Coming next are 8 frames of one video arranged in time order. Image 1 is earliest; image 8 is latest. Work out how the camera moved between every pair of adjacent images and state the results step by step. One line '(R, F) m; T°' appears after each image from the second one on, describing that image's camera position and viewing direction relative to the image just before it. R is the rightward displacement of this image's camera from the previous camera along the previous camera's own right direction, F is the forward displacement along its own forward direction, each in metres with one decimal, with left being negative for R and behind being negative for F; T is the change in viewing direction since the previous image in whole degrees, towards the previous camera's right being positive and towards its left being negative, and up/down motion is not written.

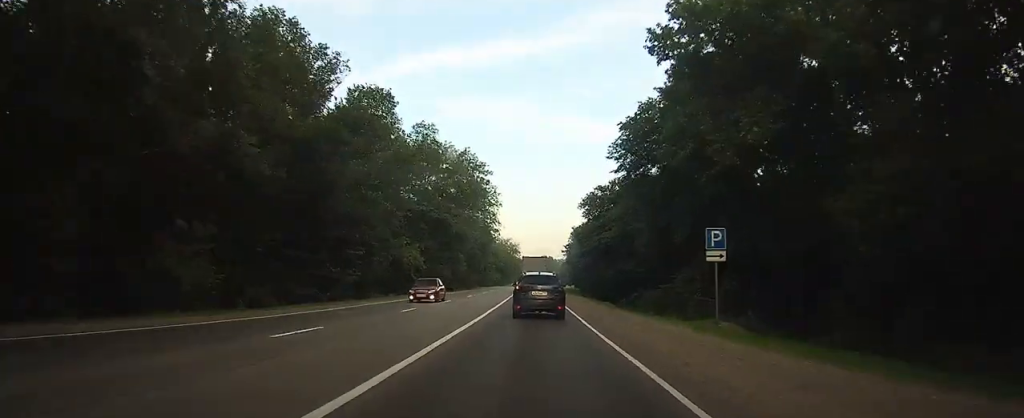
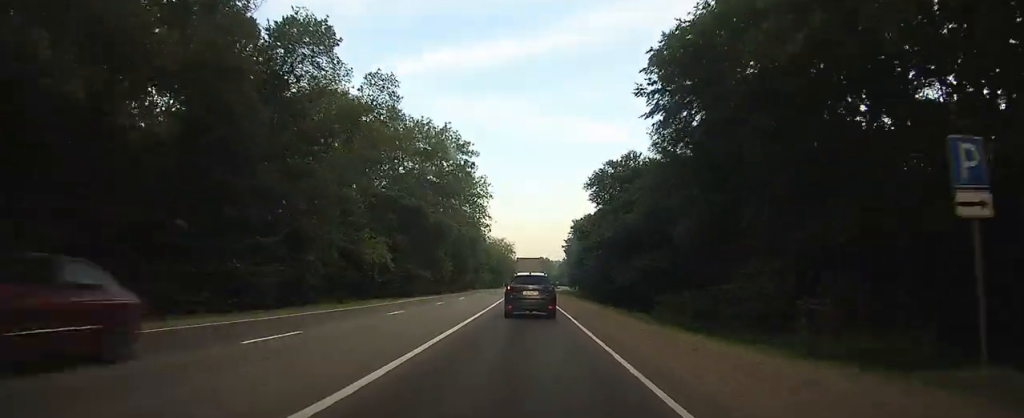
(-0.3, +12.3) m; 0°
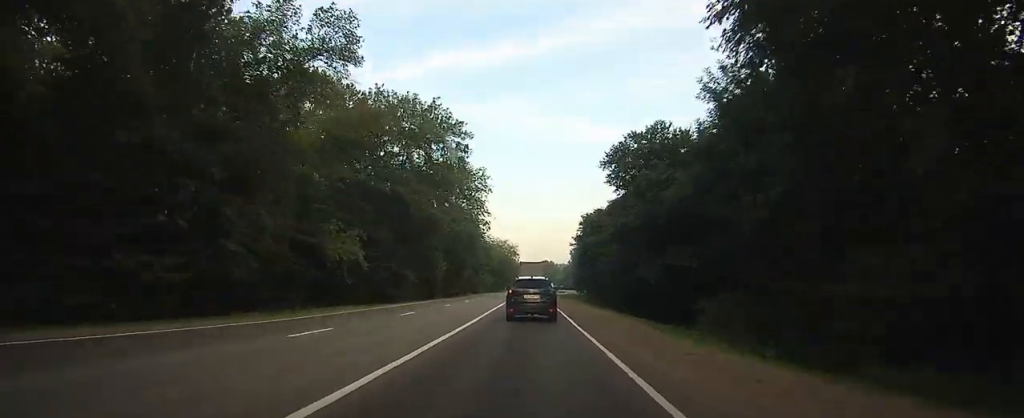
(-1.0, +9.2) m; +2°
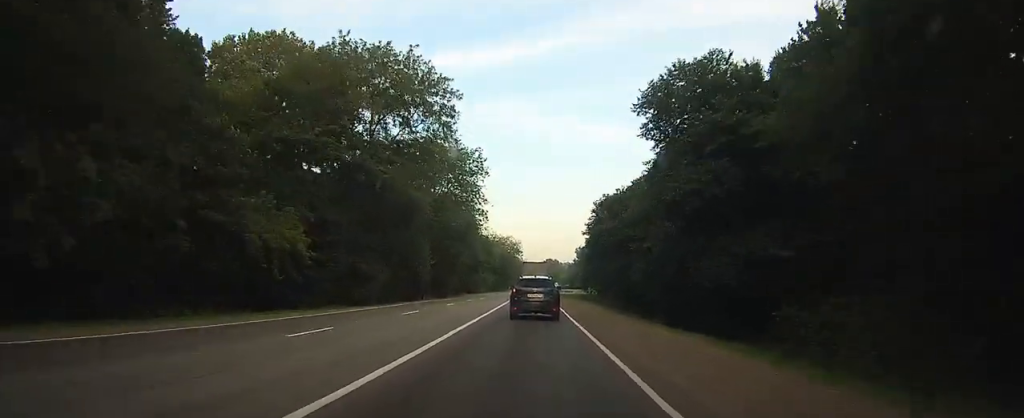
(+1.2, +12.6) m; +3°
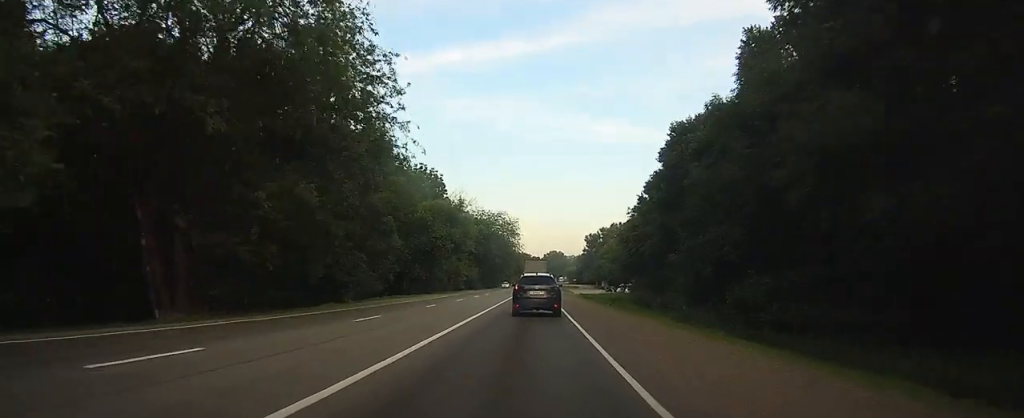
(-0.7, +57.4) m; -2°
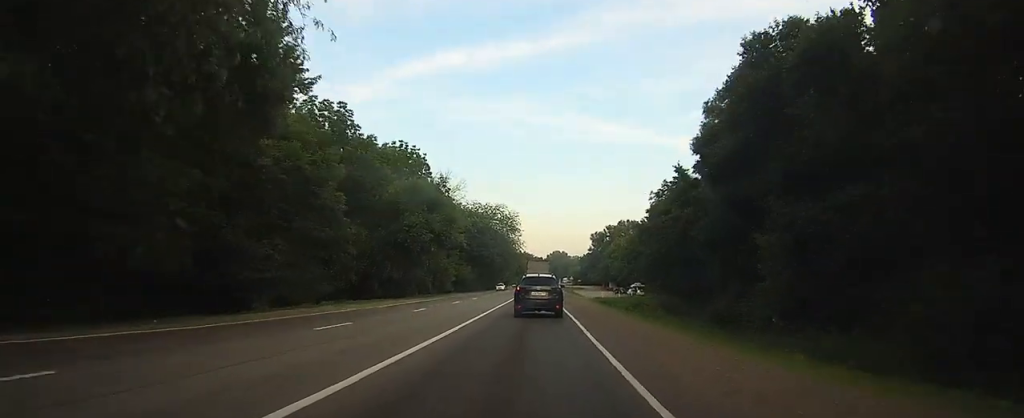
(0.0, +16.0) m; 0°
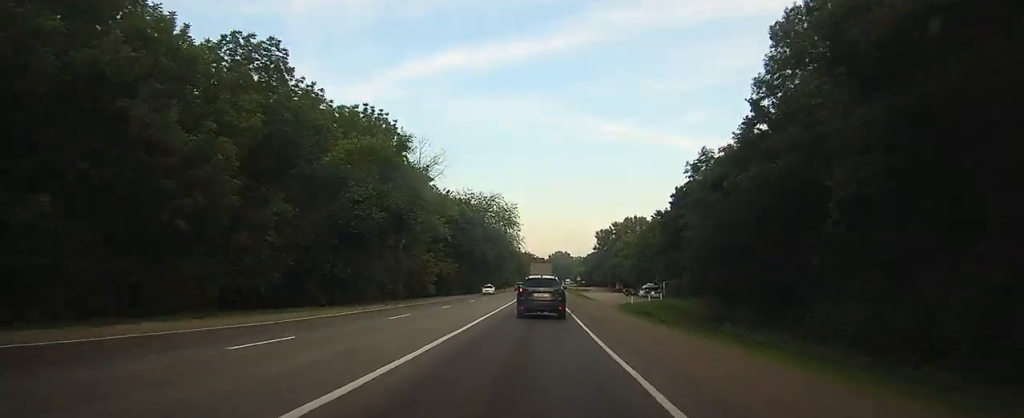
(0.0, +17.0) m; 0°
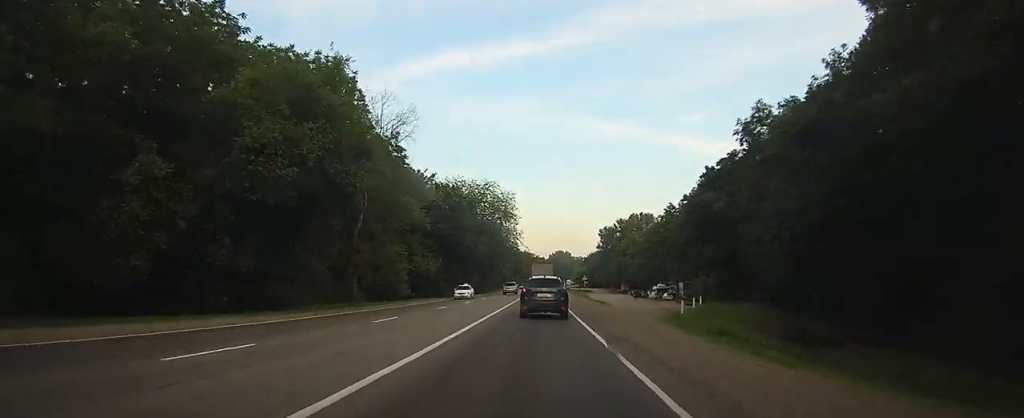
(0.0, +14.5) m; 0°
